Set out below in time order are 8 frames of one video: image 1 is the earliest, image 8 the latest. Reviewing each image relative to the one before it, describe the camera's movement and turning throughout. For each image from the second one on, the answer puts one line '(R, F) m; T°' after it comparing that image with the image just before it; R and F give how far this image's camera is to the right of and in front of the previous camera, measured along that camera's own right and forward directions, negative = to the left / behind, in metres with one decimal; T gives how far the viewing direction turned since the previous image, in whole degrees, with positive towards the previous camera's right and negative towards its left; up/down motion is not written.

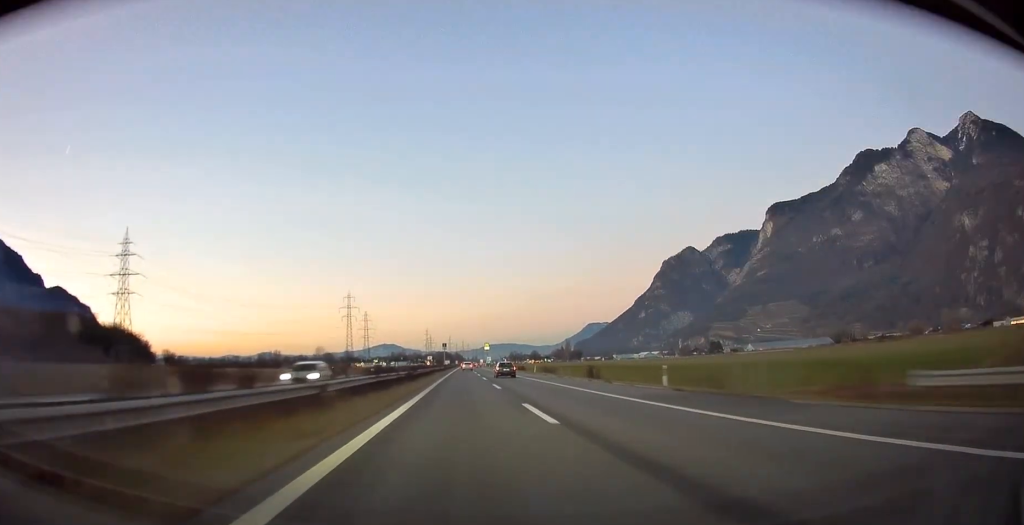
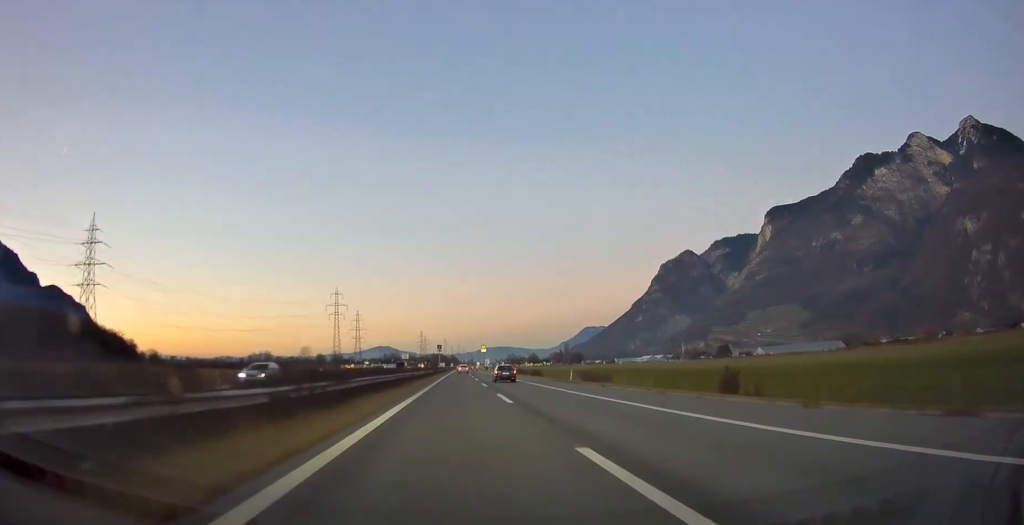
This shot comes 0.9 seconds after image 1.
(0.0, +28.4) m; 0°
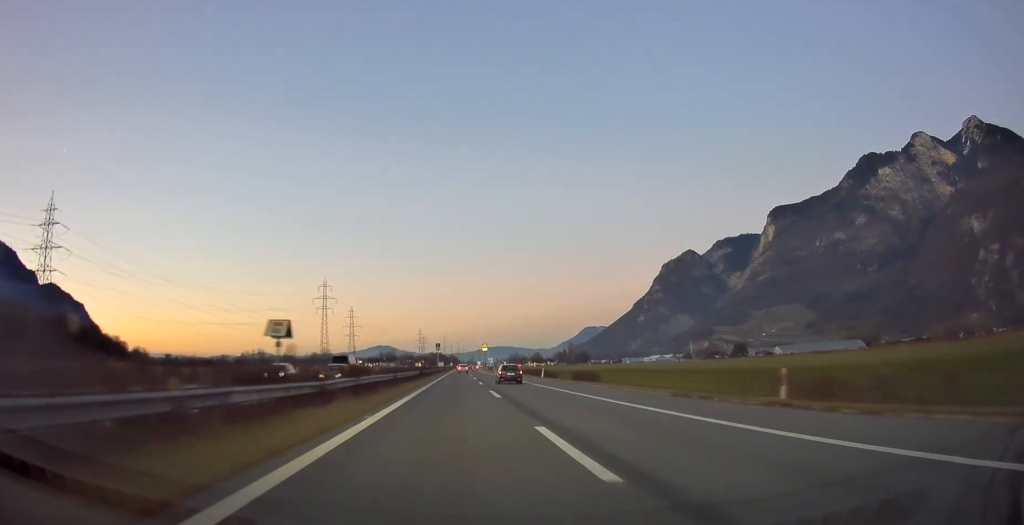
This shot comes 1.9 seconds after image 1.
(+0.2, +33.9) m; 0°
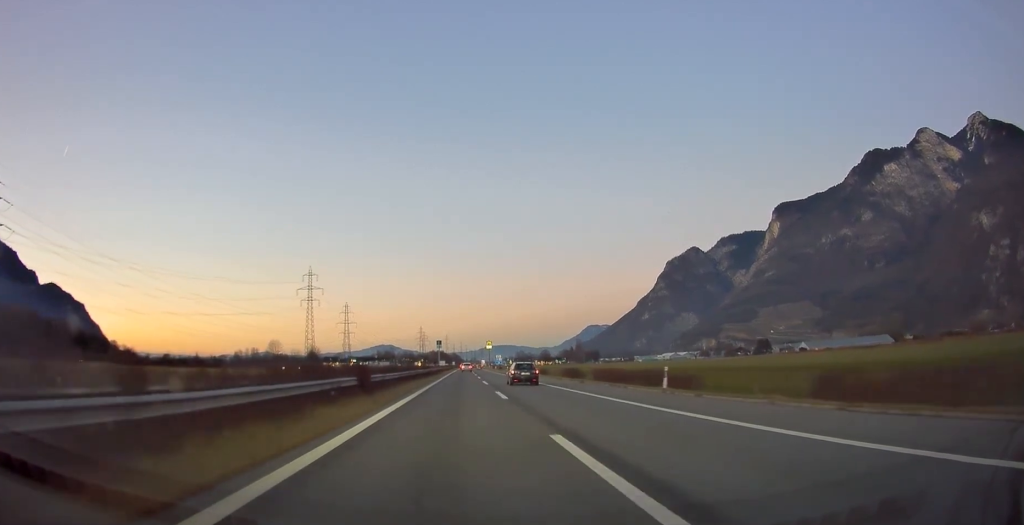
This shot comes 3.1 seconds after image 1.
(+0.1, +39.2) m; 0°
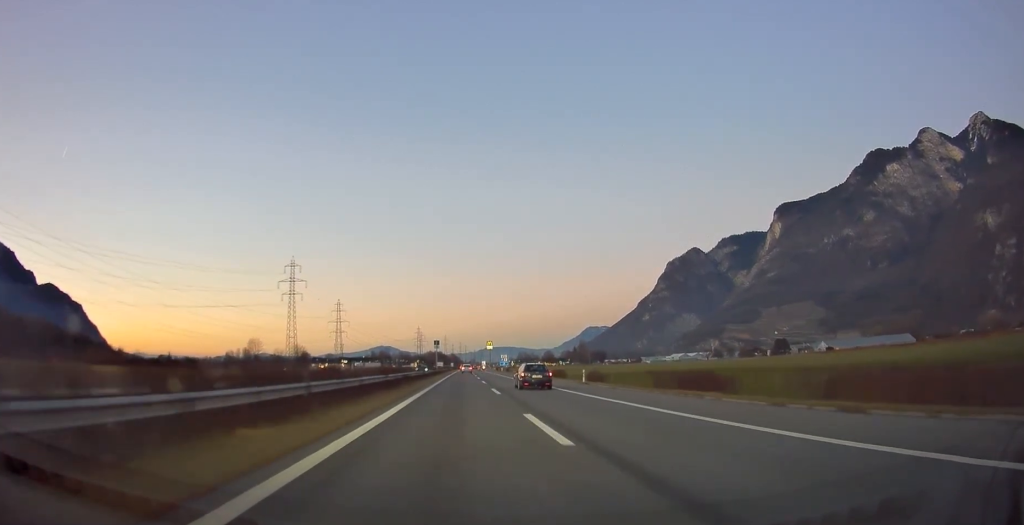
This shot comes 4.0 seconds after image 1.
(-0.1, +30.5) m; 0°
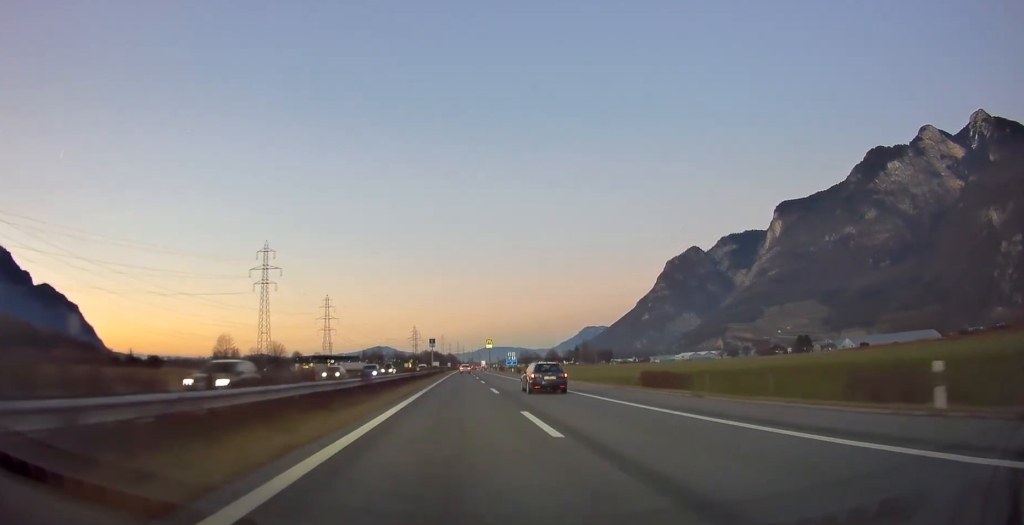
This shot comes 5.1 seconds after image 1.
(0.0, +35.9) m; 0°
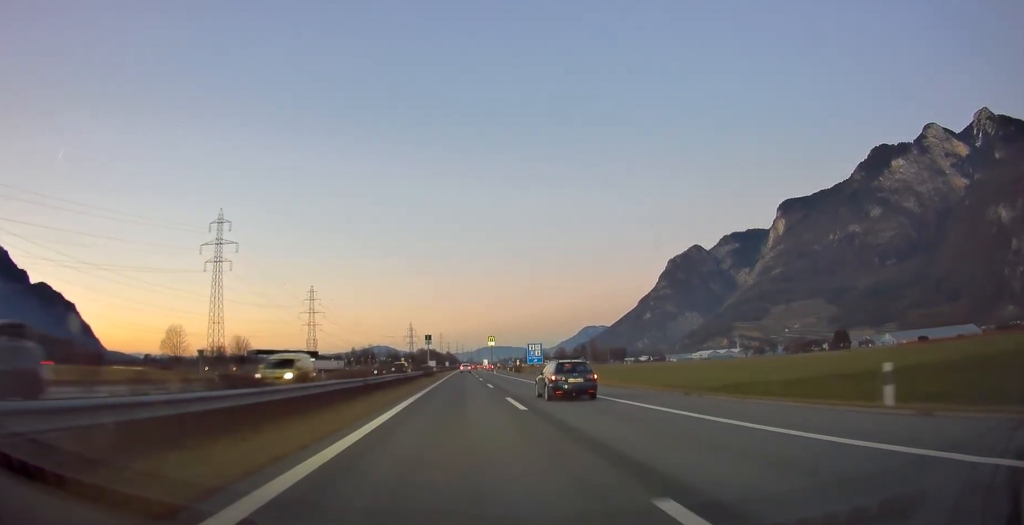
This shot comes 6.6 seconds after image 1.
(+0.1, +49.0) m; 0°
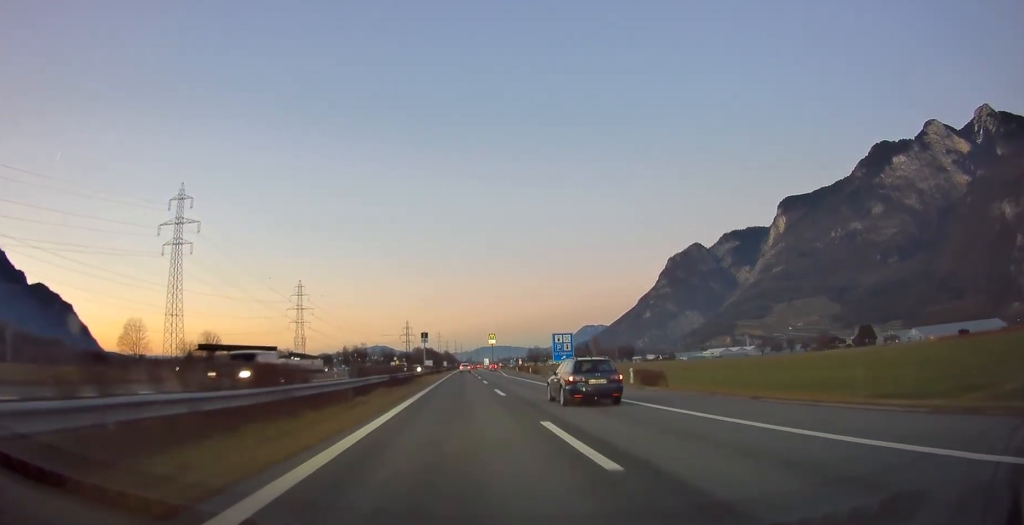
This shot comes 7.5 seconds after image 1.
(+0.2, +29.4) m; 0°
